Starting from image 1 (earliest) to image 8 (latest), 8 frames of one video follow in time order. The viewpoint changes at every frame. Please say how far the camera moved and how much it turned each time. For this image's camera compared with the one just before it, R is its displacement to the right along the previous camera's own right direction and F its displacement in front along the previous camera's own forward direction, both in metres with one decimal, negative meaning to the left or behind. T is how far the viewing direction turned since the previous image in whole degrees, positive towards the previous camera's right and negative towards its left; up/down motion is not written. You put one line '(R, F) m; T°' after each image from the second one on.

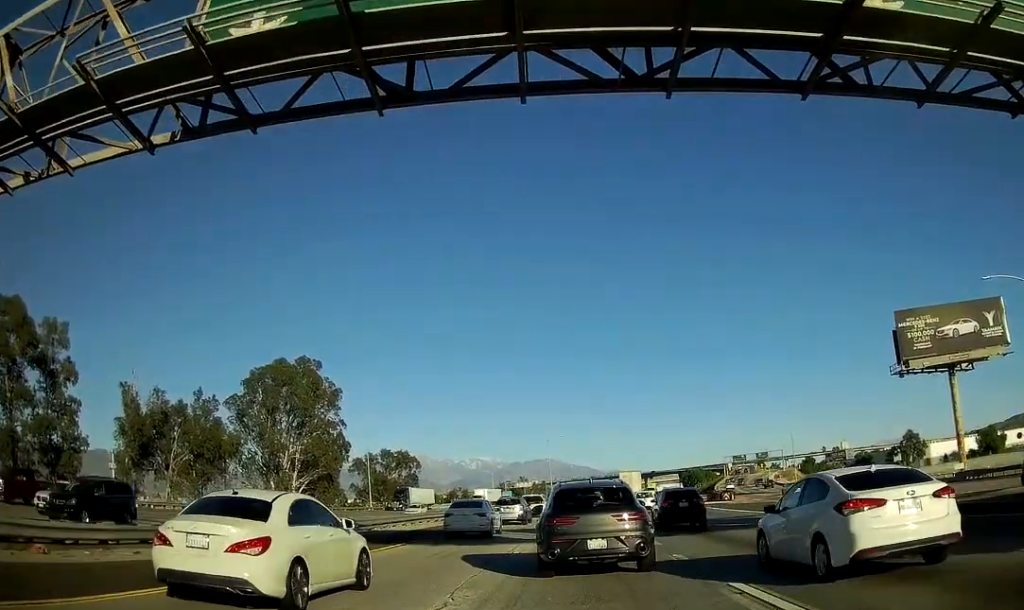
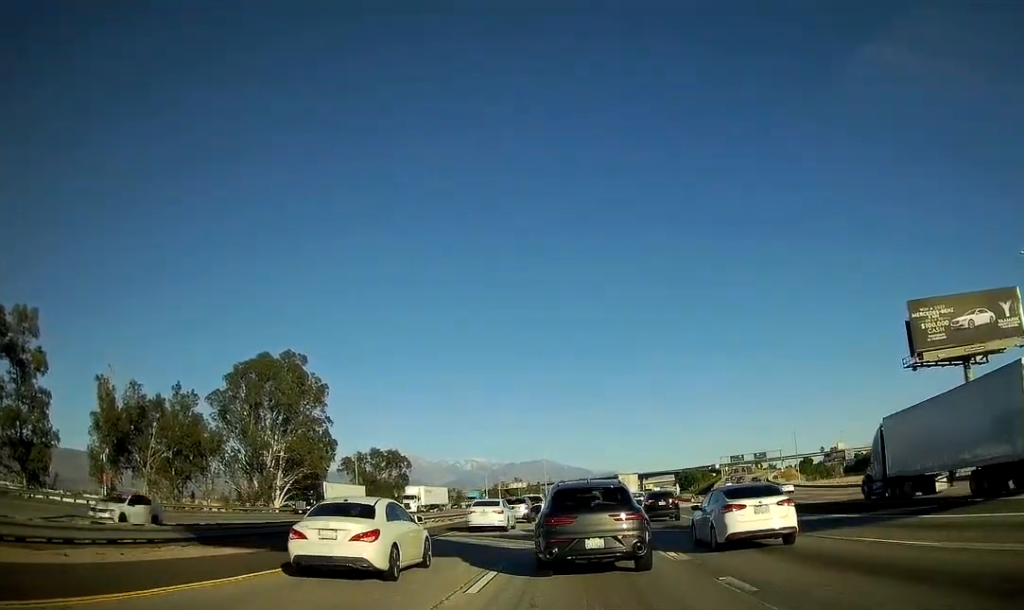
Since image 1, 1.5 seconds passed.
(0.0, +3.3) m; 0°
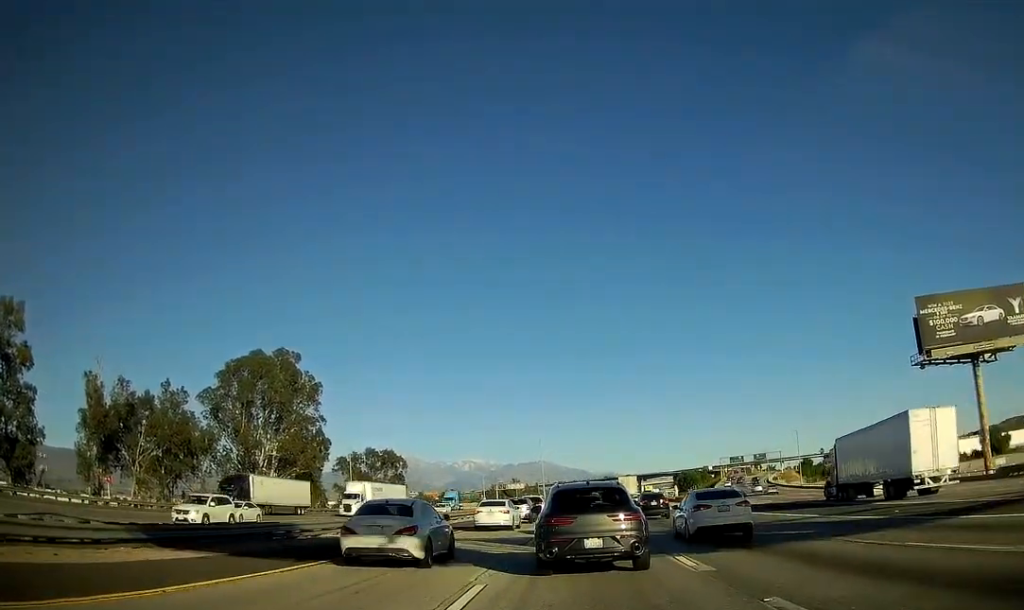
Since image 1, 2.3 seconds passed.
(0.0, +2.3) m; 0°
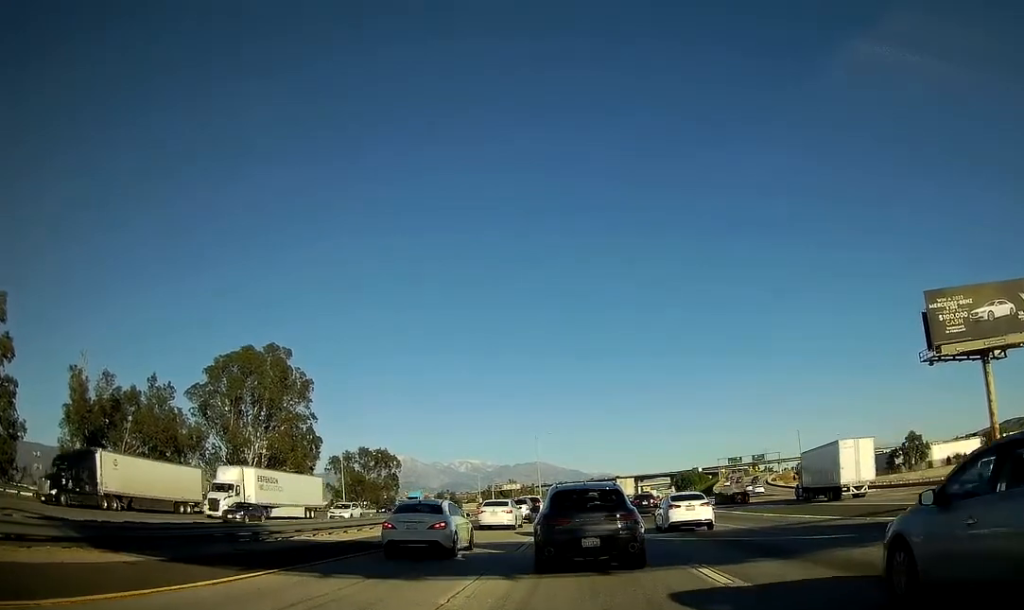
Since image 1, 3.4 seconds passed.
(0.0, +3.5) m; 0°
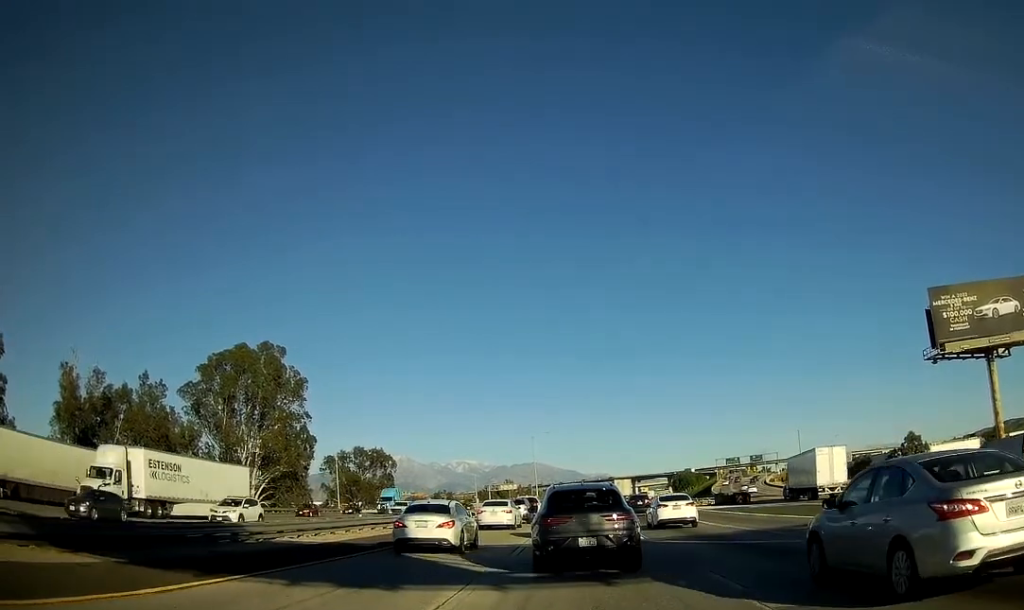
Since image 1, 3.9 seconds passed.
(0.0, +1.7) m; +2°
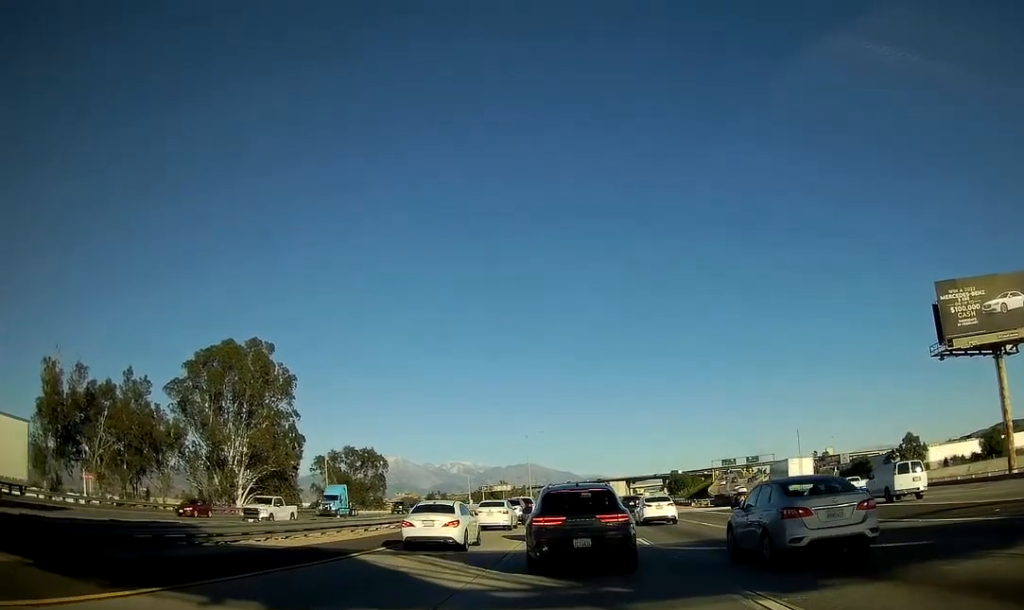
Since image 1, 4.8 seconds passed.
(+0.1, +2.9) m; +2°
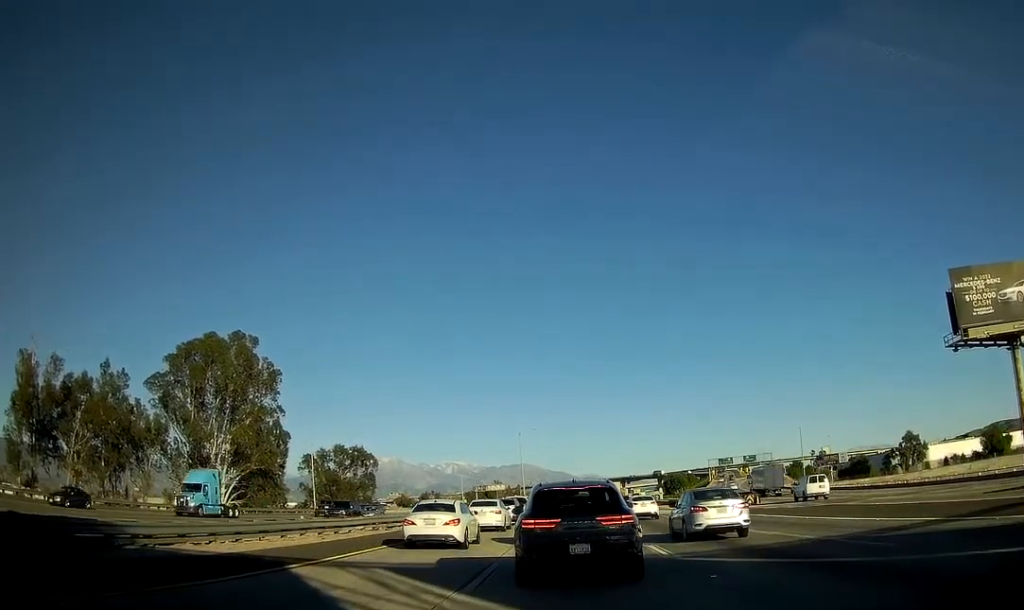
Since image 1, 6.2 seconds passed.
(0.0, +4.1) m; +1°
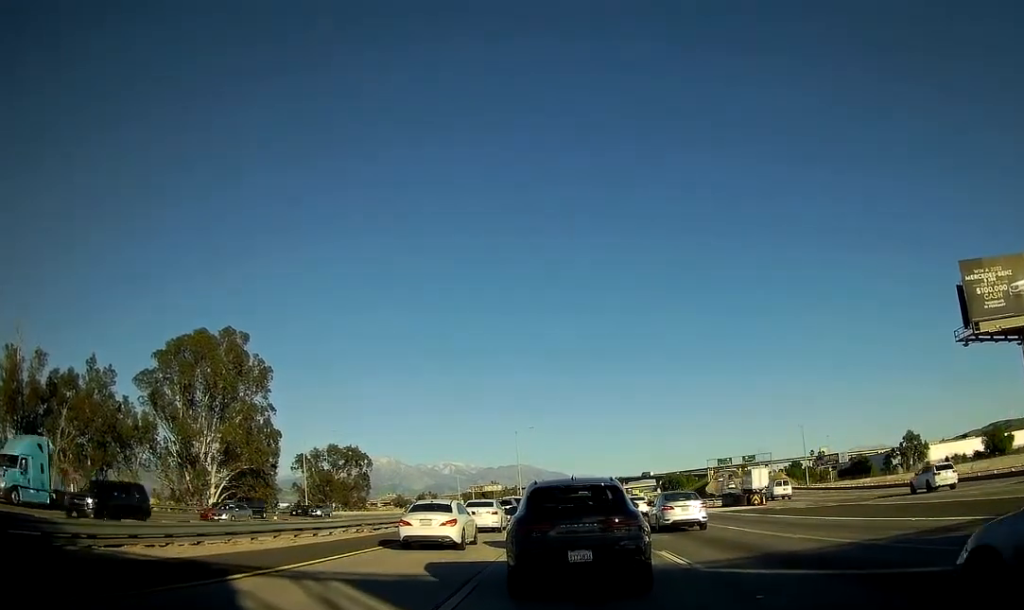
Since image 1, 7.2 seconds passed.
(+0.1, +2.5) m; +2°
